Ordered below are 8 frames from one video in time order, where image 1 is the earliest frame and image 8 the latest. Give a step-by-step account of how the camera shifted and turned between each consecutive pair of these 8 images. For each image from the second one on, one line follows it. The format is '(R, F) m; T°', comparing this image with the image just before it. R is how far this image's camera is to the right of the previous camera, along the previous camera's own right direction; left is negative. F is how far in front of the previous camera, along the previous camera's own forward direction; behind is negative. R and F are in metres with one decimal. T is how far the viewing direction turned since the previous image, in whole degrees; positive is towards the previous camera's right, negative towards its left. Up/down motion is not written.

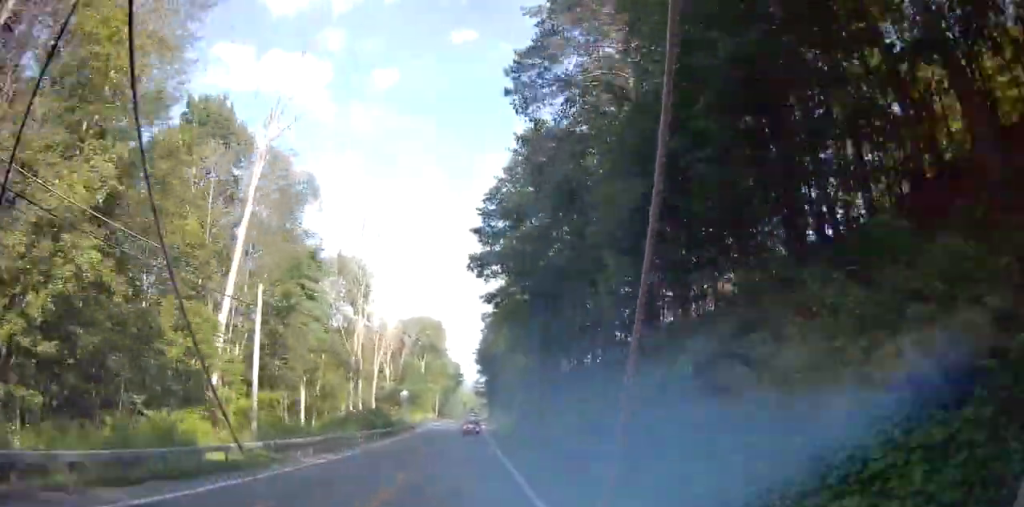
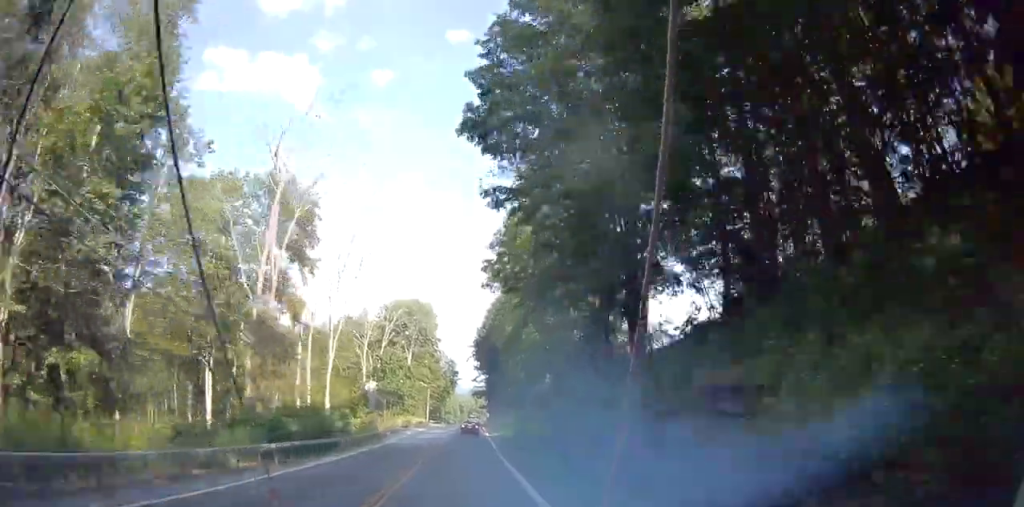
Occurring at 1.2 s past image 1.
(-0.2, +21.9) m; 0°
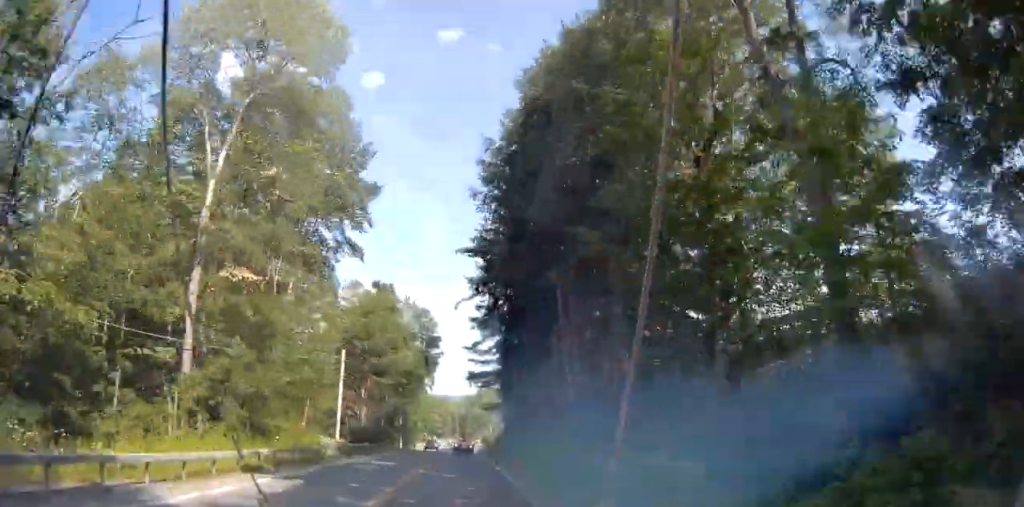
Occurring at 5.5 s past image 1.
(-0.3, +78.2) m; 0°
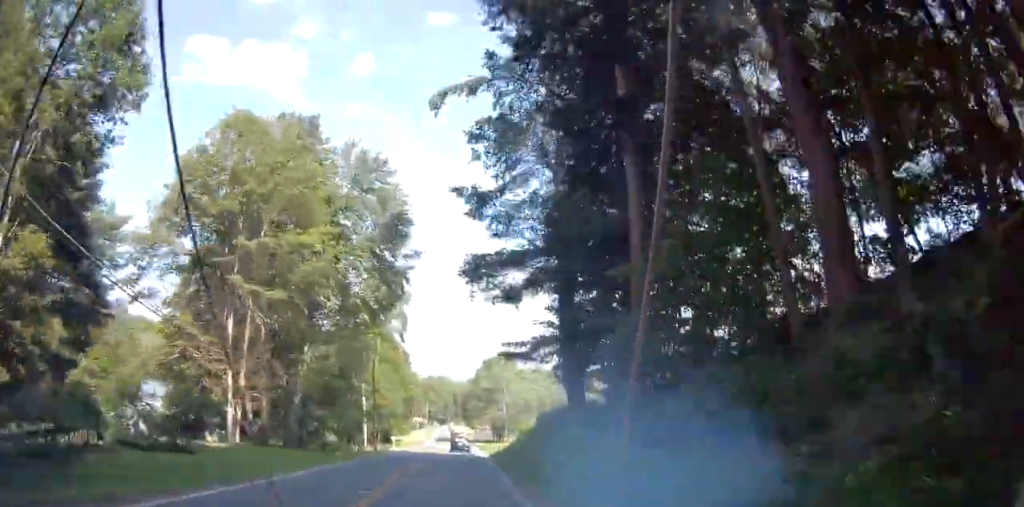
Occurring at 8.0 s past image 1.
(+0.6, +43.0) m; 0°
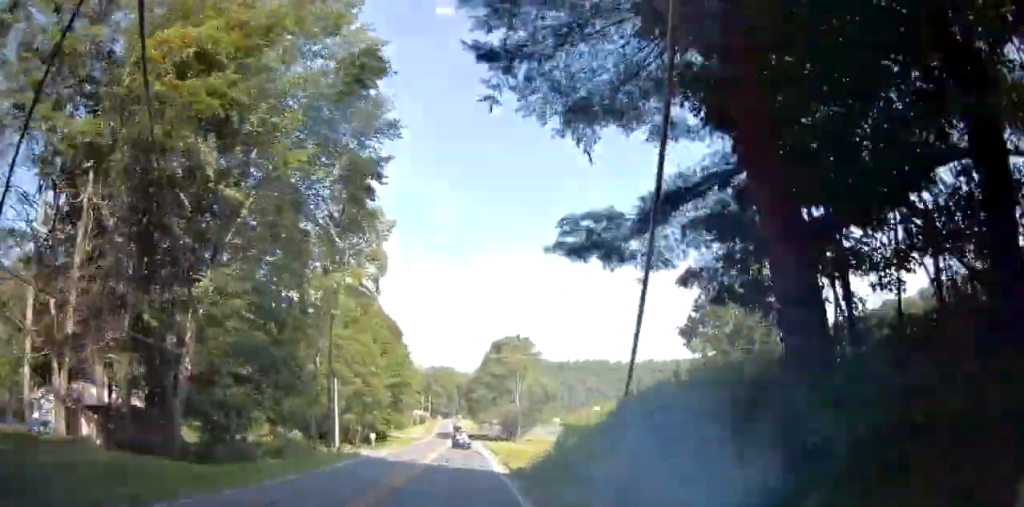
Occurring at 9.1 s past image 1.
(-0.3, +18.2) m; -1°
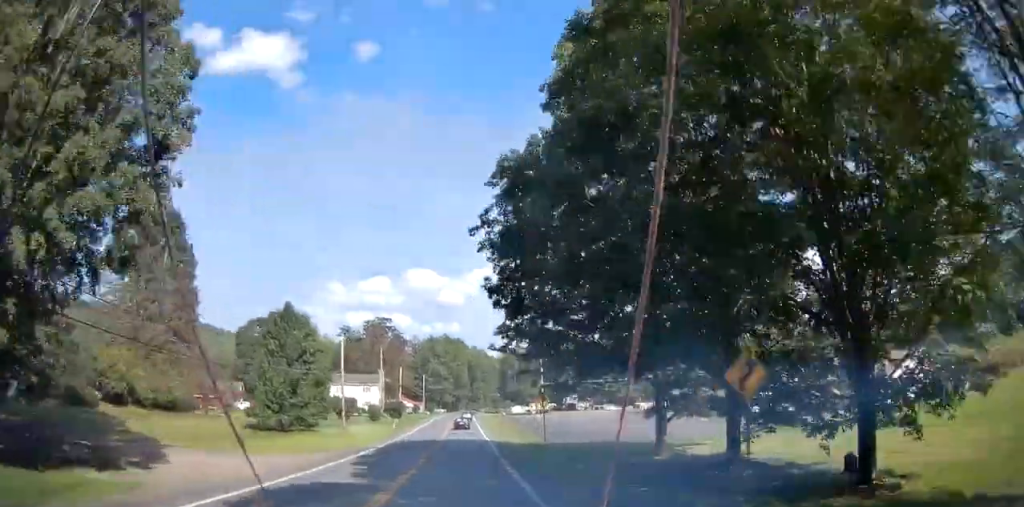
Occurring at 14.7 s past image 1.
(-1.9, +99.3) m; -2°
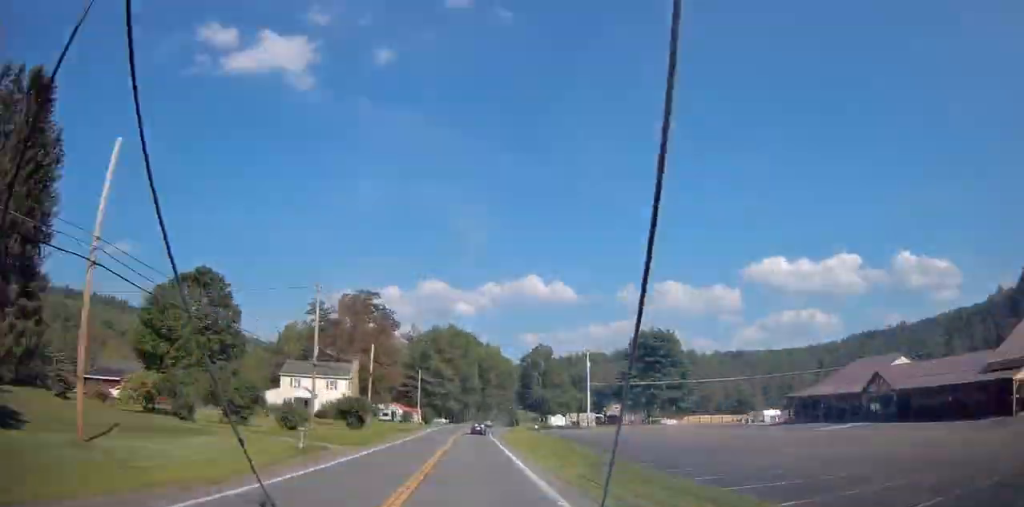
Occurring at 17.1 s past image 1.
(-0.4, +44.1) m; -3°
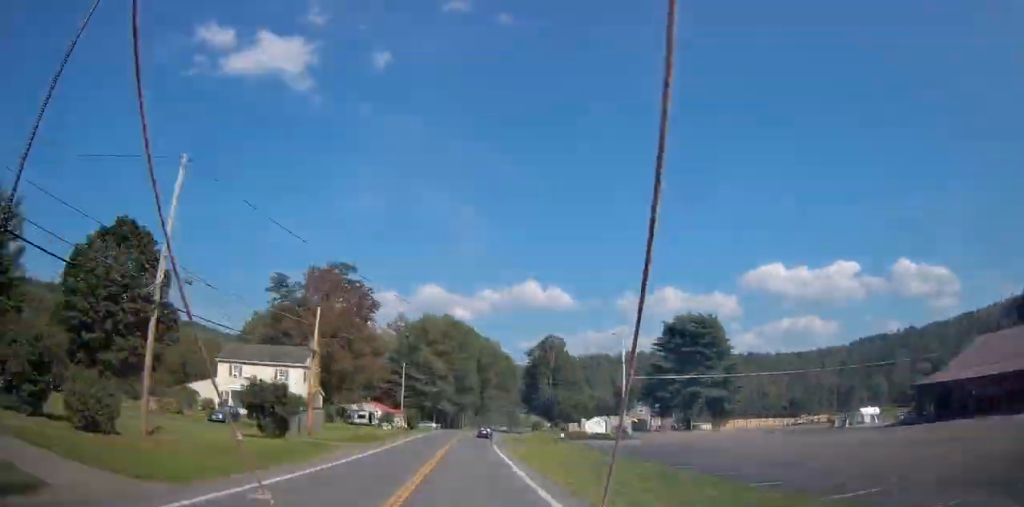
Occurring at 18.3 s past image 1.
(-0.7, +23.2) m; -1°
